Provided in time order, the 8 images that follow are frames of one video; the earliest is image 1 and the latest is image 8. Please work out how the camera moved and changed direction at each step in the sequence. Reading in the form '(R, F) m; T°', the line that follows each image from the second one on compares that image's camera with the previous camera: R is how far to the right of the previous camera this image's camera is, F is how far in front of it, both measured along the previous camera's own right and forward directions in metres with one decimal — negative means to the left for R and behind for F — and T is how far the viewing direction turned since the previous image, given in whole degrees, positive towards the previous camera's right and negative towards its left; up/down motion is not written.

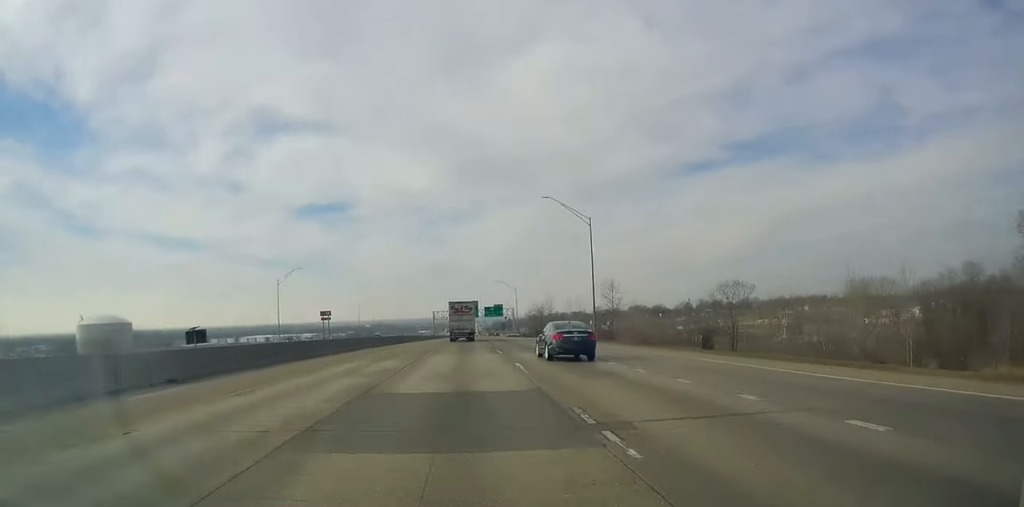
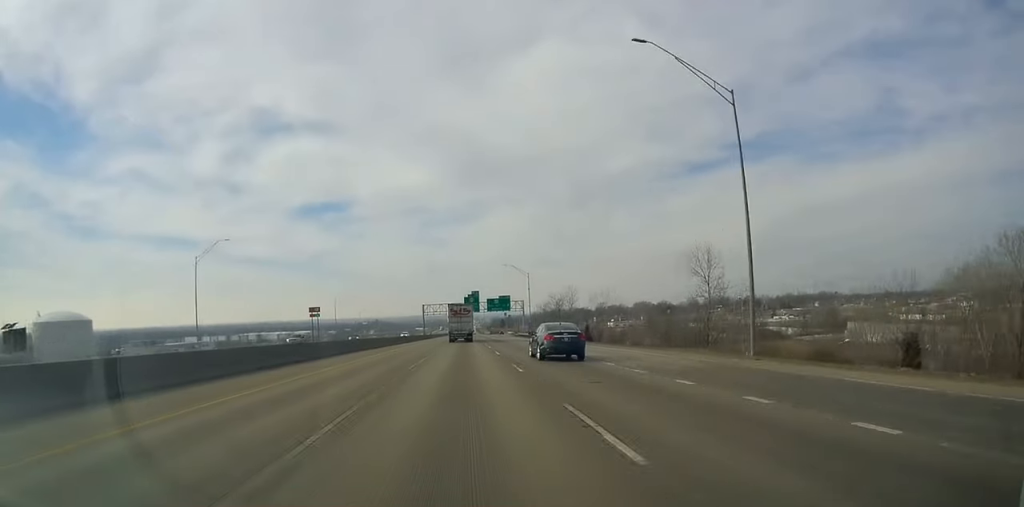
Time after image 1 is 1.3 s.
(0.0, +37.4) m; 0°
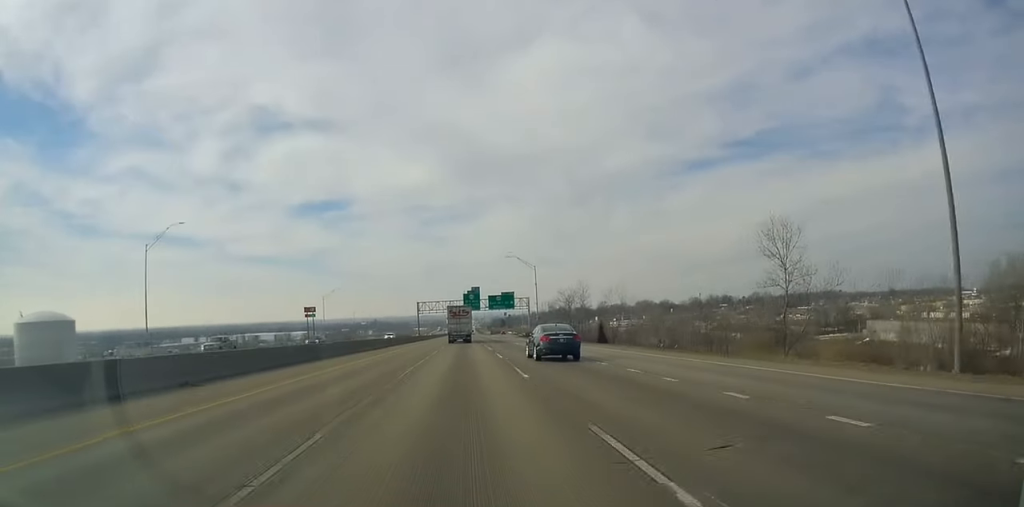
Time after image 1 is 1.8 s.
(0.0, +14.0) m; +1°
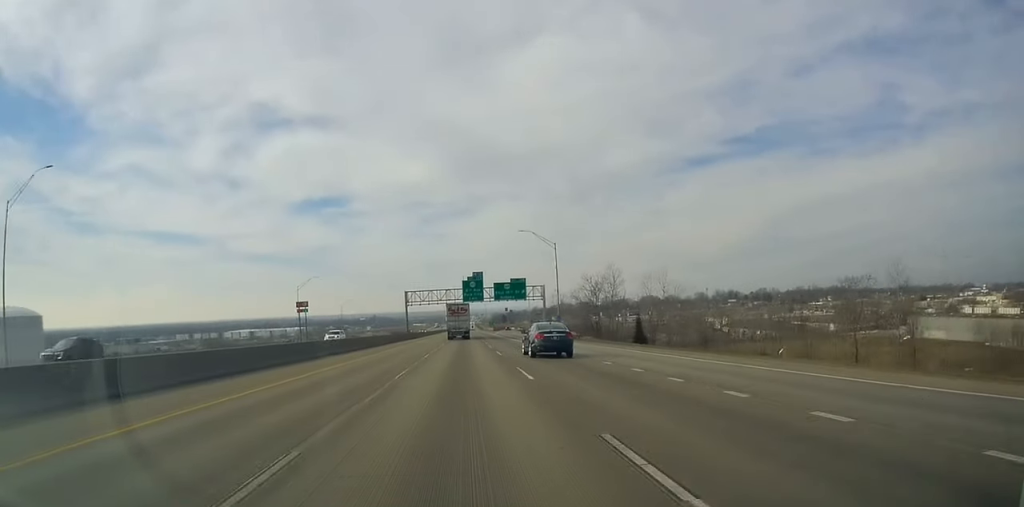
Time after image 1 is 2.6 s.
(+0.3, +25.5) m; 0°
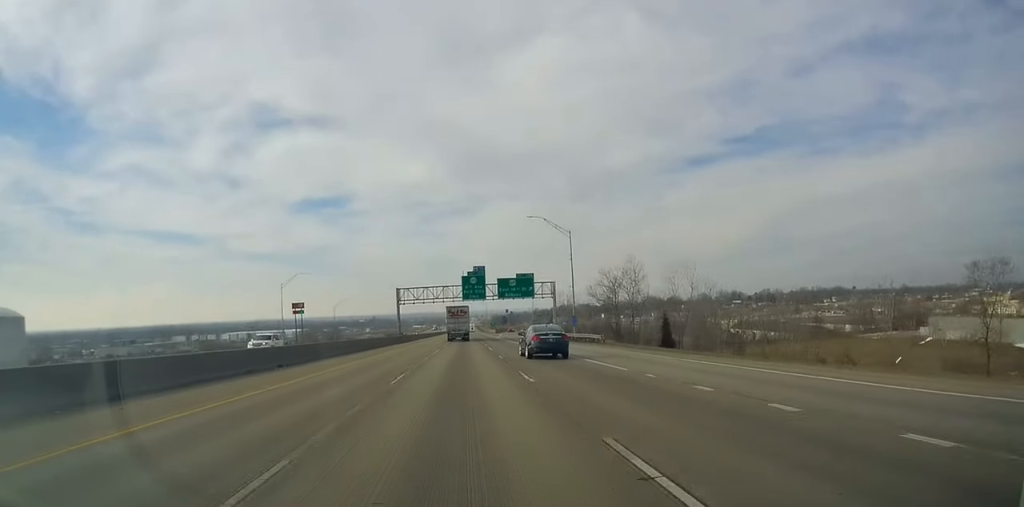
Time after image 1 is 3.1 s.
(+0.2, +12.7) m; 0°
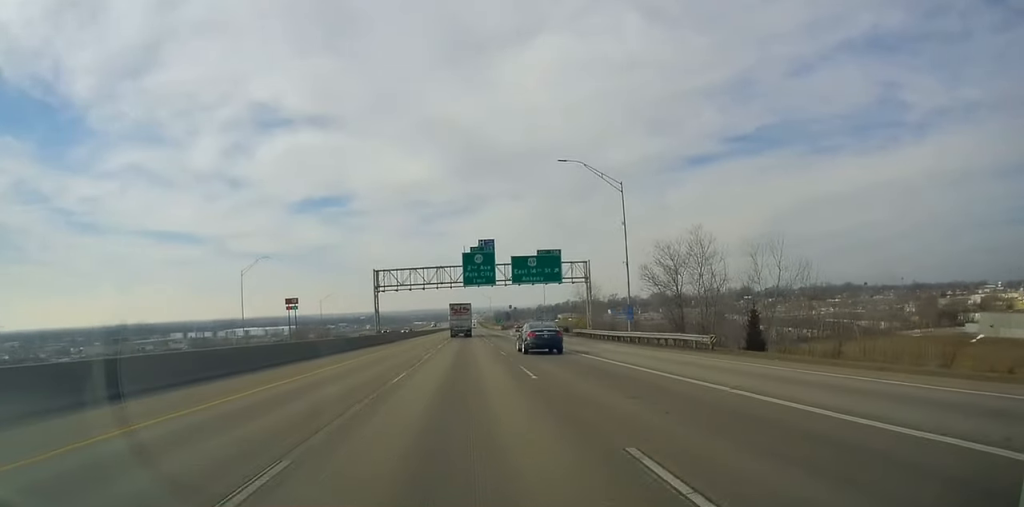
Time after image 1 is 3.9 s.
(-0.4, +24.1) m; -1°
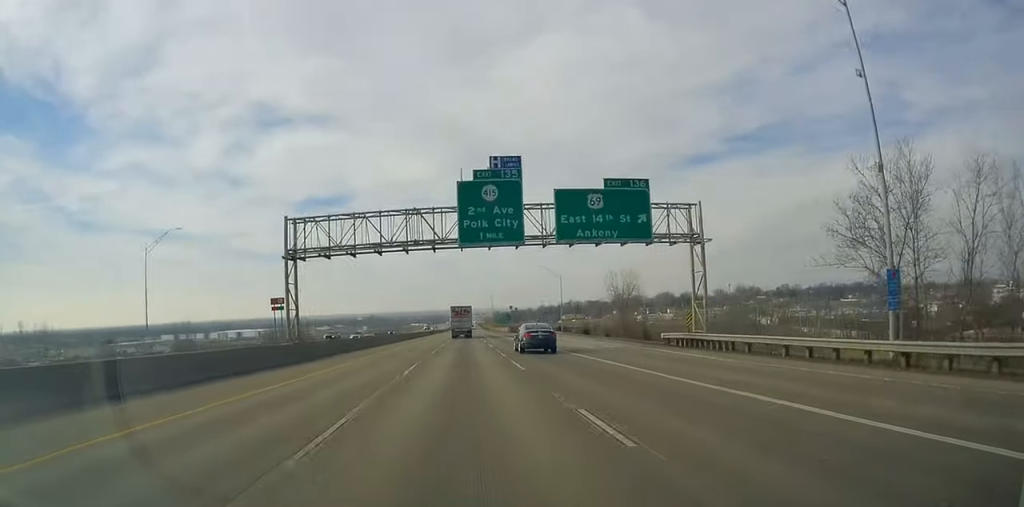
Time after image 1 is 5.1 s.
(0.0, +33.6) m; 0°
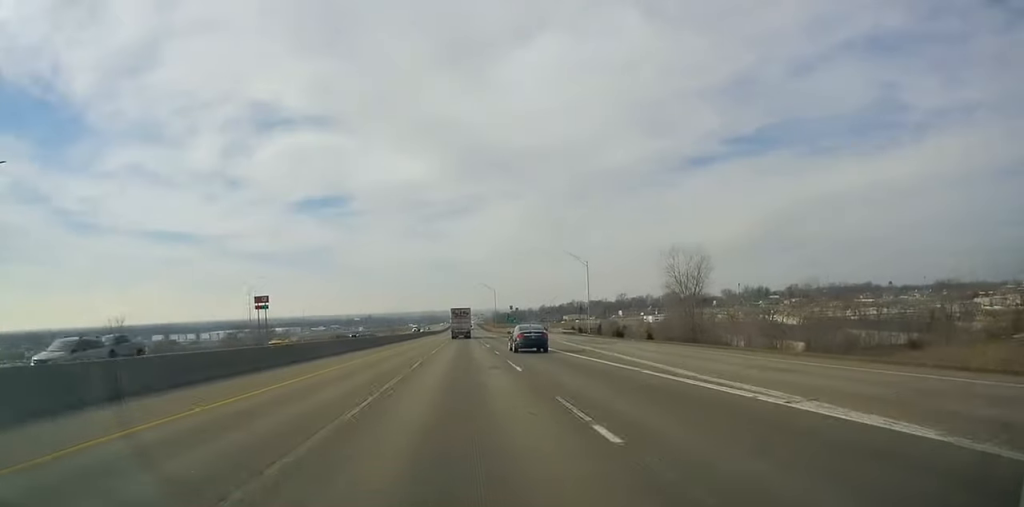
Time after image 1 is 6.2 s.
(0.0, +32.7) m; 0°
